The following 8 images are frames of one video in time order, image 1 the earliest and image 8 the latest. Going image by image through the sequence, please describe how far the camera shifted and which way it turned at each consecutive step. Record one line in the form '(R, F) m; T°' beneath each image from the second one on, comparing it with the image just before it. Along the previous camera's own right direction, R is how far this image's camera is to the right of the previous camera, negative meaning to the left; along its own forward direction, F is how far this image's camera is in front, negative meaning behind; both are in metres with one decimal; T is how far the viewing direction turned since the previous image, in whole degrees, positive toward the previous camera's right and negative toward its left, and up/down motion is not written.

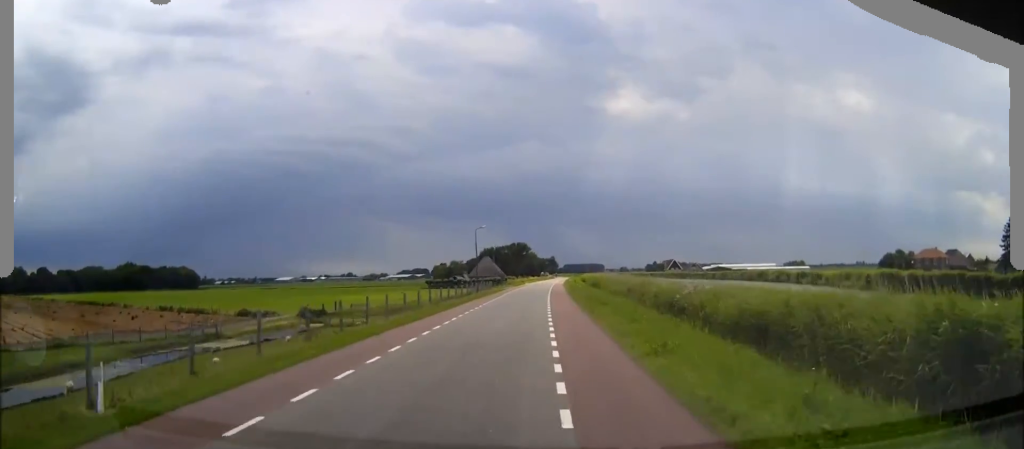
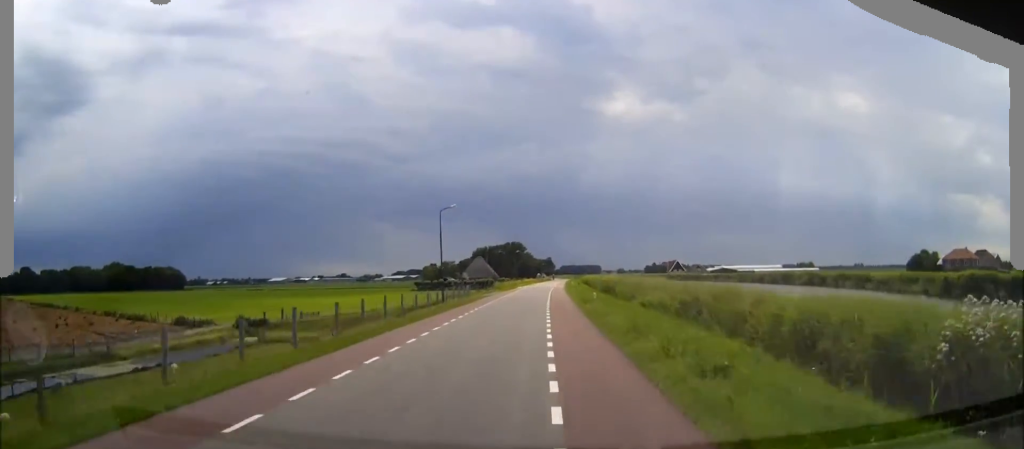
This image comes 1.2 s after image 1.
(0.0, +19.4) m; 0°
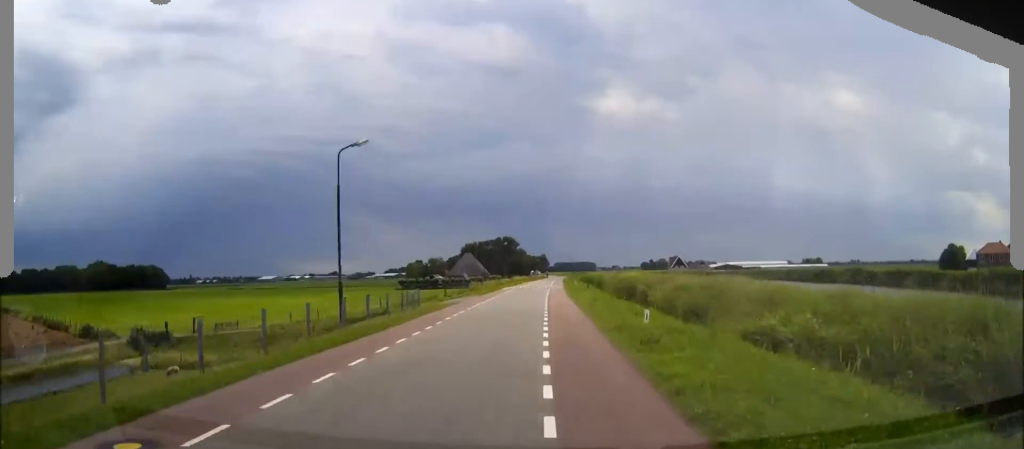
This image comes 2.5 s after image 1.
(+0.1, +20.2) m; 0°
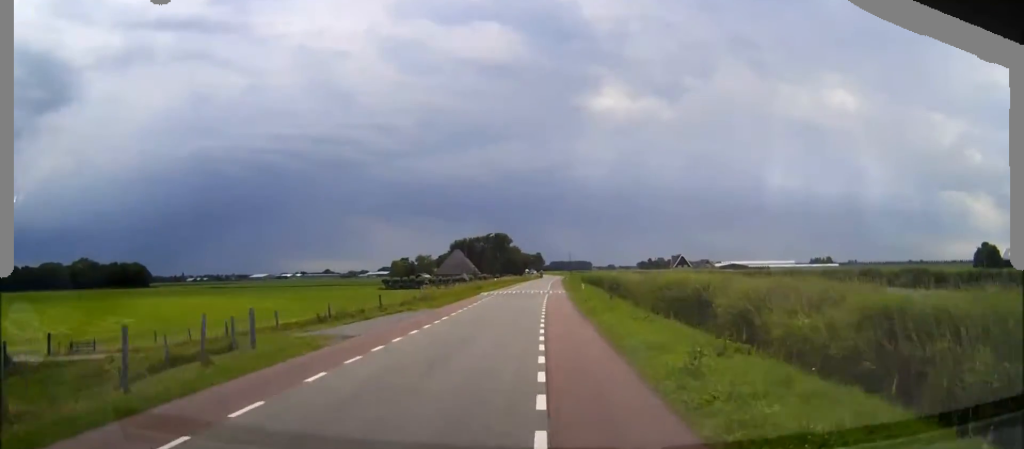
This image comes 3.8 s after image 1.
(0.0, +20.0) m; 0°
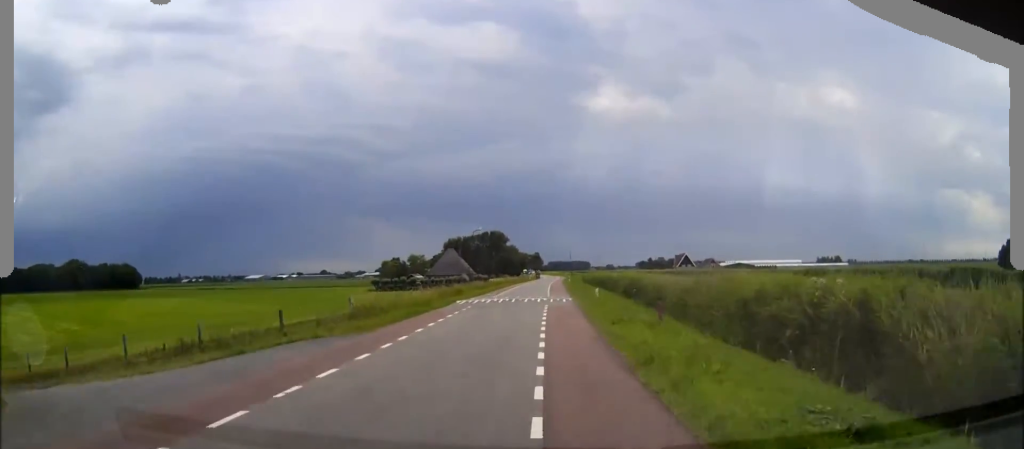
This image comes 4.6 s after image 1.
(0.0, +12.8) m; 0°
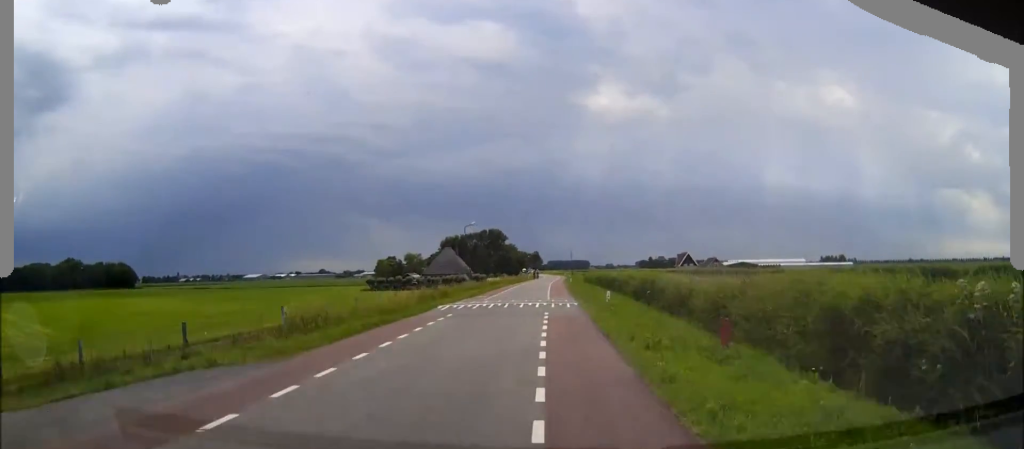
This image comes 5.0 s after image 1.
(0.0, +6.1) m; 0°
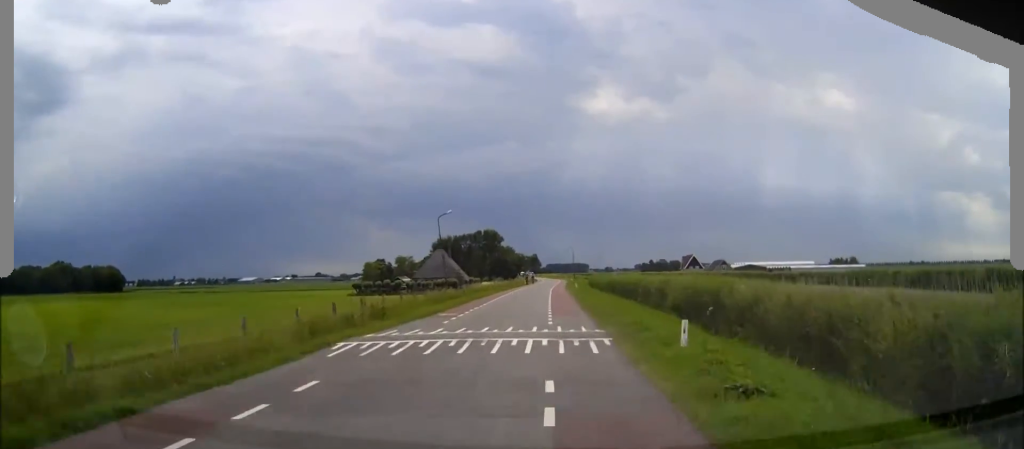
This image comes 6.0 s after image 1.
(0.0, +14.7) m; 0°
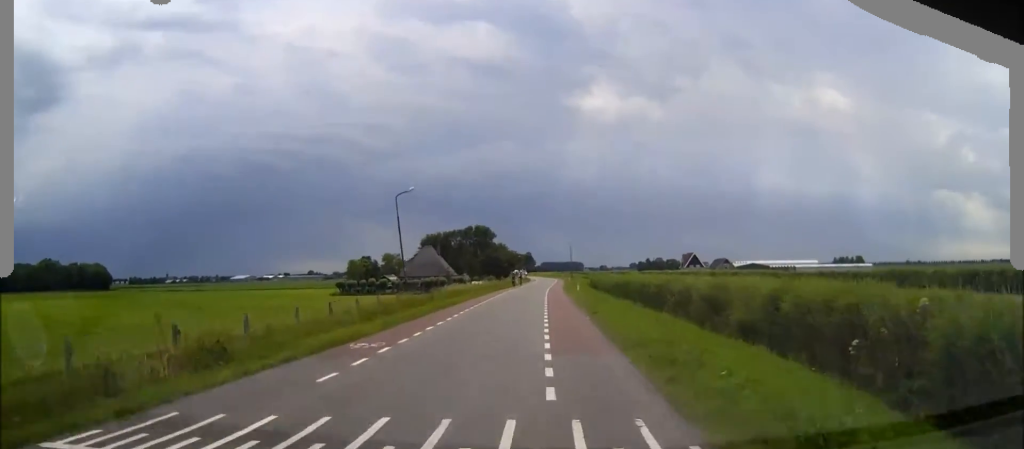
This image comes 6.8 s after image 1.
(0.0, +11.8) m; 0°
